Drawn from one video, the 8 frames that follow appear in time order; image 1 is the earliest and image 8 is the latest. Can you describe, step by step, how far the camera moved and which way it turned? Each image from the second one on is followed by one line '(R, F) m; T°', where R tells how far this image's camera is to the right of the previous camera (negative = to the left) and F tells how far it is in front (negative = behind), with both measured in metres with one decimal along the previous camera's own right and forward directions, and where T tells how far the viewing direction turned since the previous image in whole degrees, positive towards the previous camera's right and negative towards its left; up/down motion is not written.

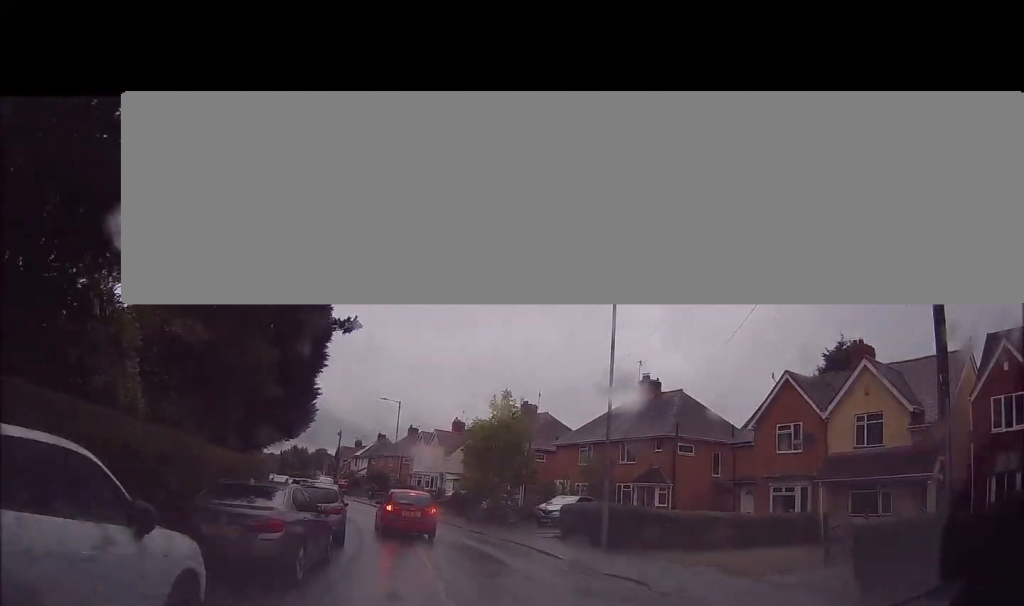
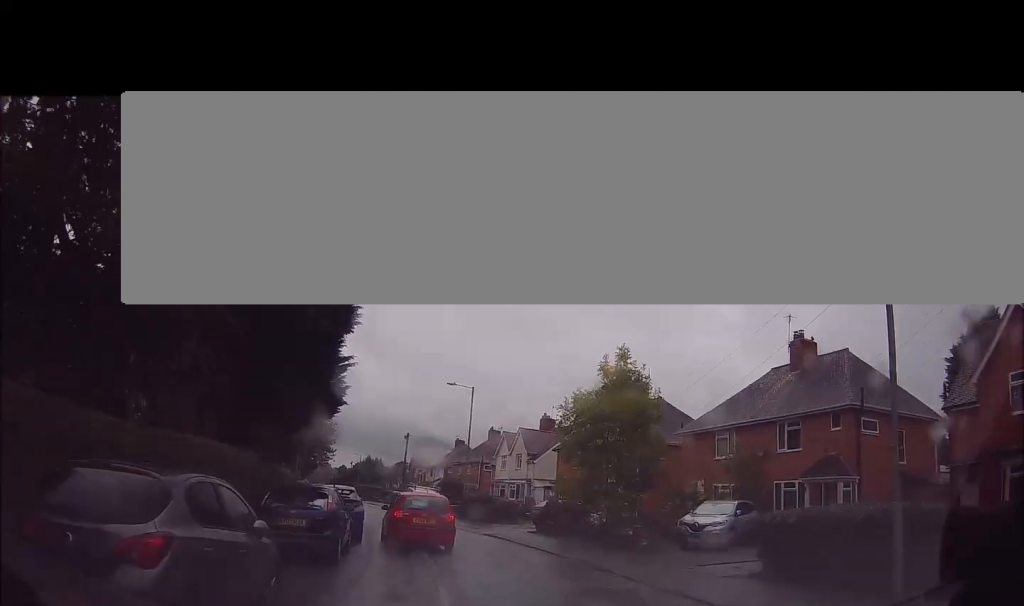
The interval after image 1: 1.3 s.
(-0.5, +12.2) m; -2°
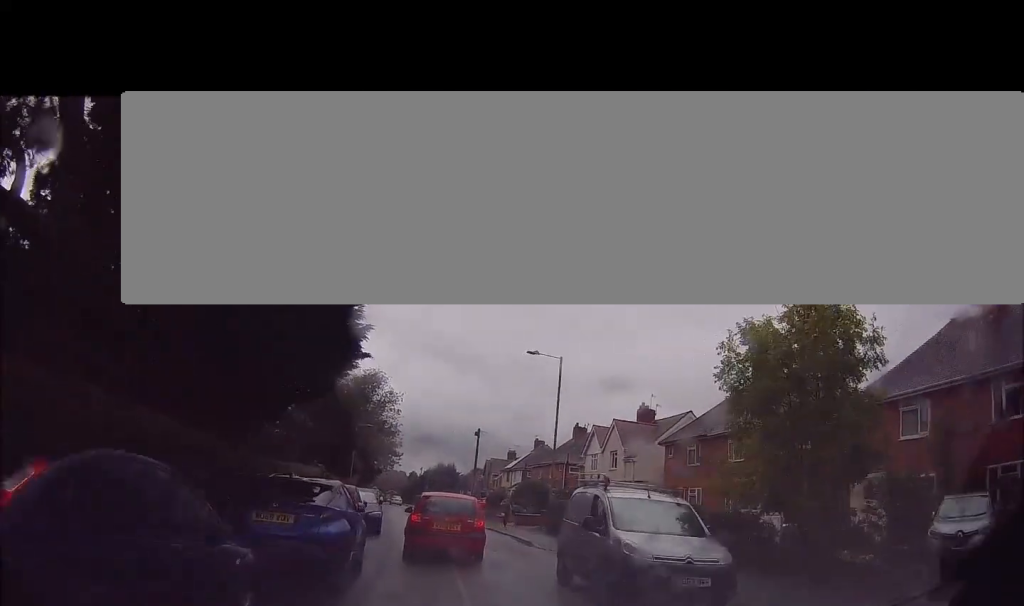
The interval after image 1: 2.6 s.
(0.0, +10.8) m; -8°
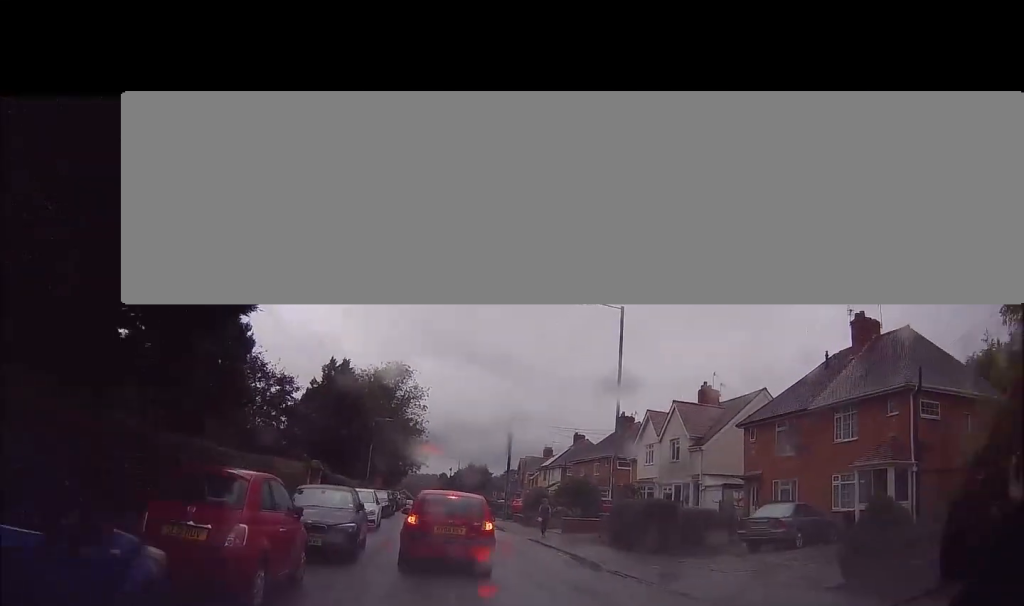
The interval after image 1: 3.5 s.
(-1.1, +7.9) m; -7°
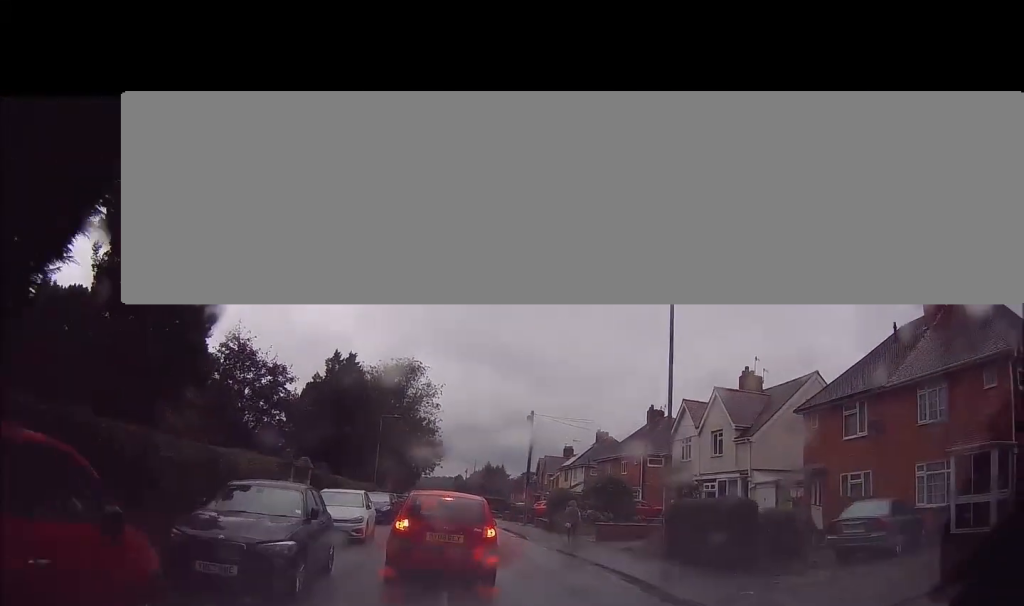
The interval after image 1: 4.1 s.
(+0.1, +4.0) m; 0°
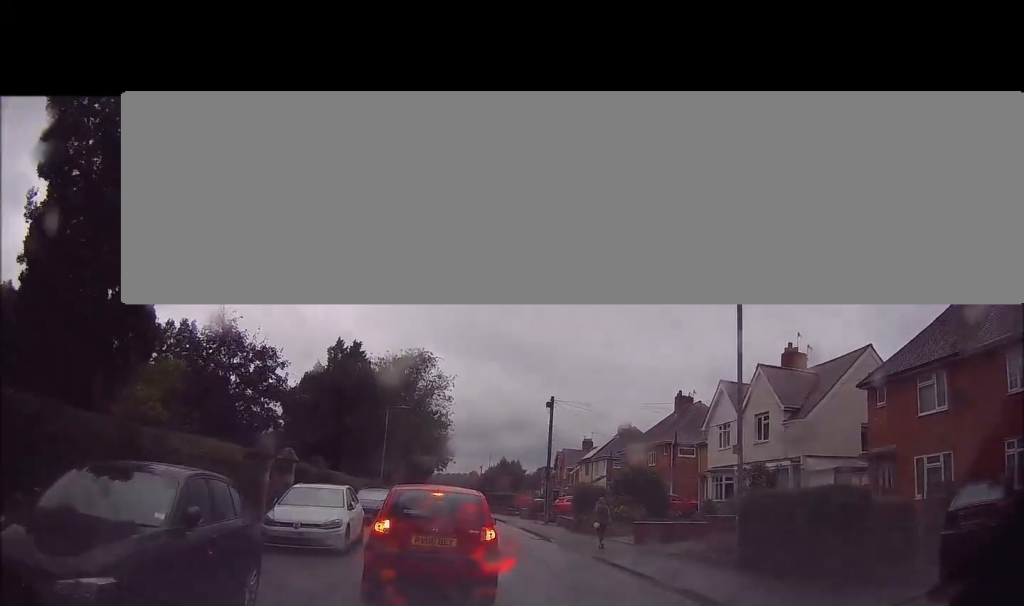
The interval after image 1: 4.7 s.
(0.0, +3.6) m; -2°
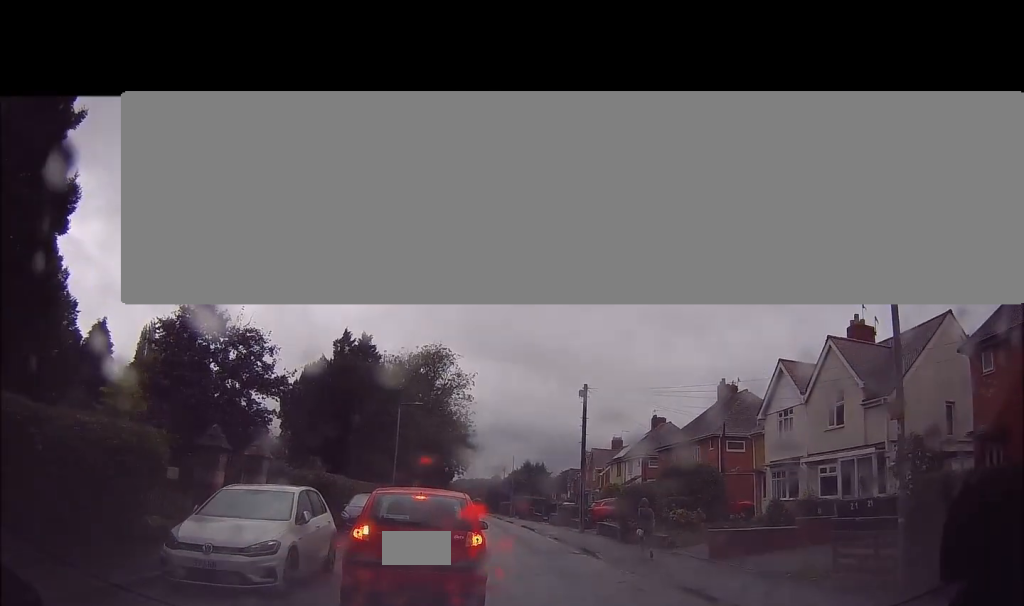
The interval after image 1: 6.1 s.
(-0.6, +4.6) m; -10°
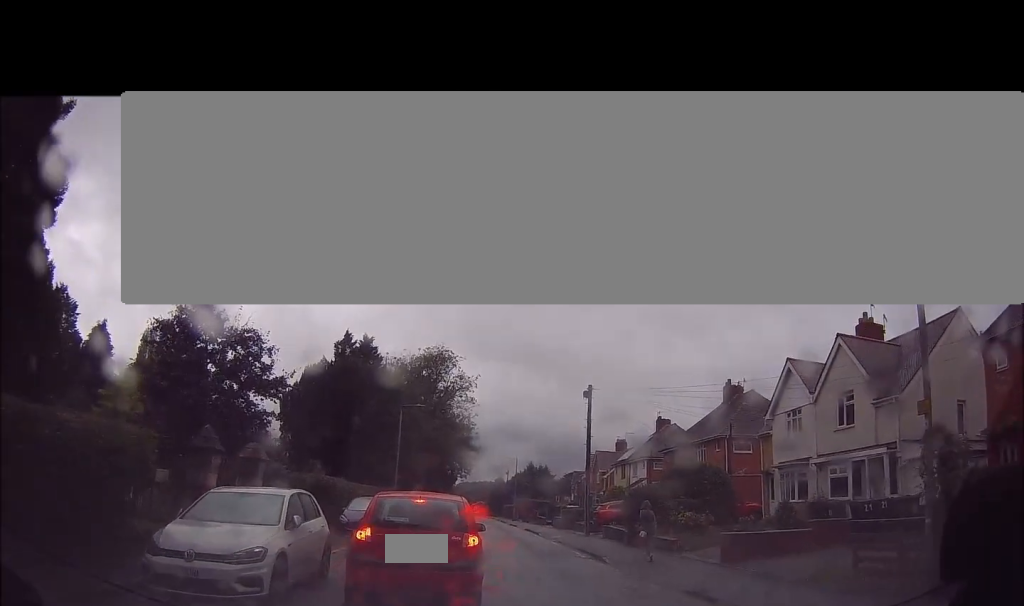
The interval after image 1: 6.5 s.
(-0.1, +0.8) m; 0°
